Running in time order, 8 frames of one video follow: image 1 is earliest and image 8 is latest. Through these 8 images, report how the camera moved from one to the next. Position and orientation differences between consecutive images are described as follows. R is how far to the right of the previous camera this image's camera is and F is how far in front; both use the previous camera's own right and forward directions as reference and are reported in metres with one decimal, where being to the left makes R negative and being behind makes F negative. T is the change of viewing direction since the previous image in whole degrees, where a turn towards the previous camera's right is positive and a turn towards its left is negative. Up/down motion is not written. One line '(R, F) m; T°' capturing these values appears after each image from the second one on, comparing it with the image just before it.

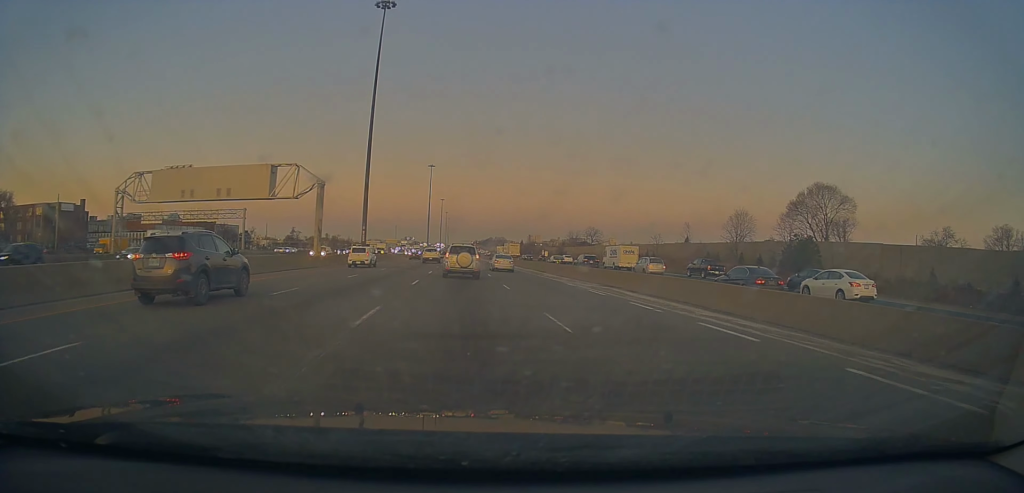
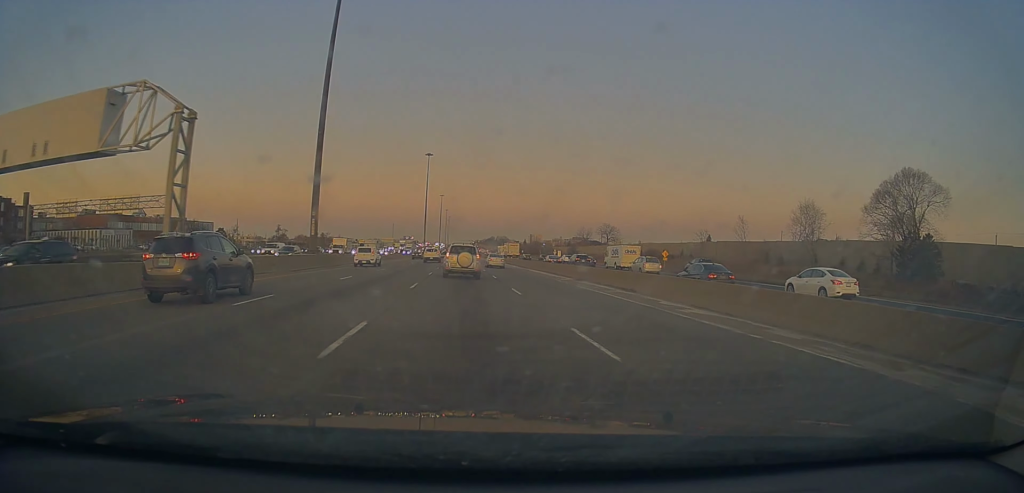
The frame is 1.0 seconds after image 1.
(+0.1, +26.5) m; -1°
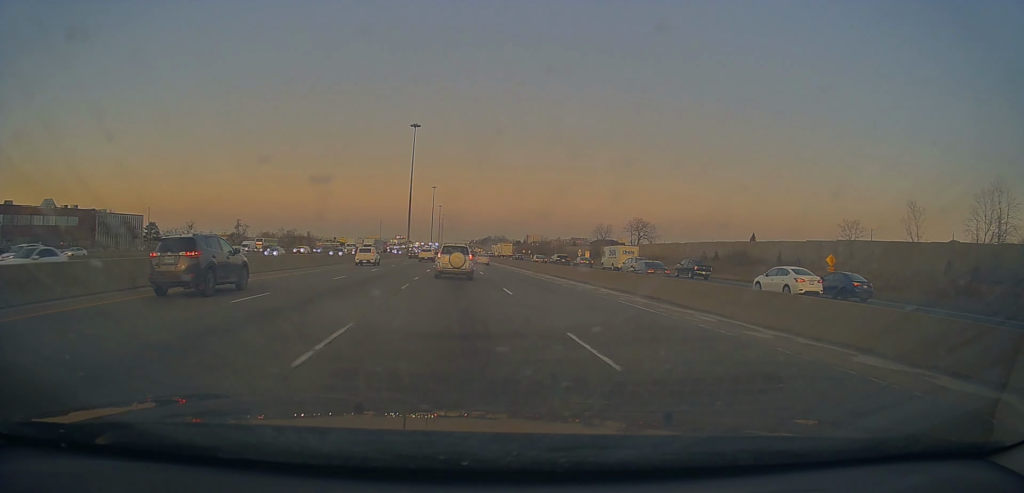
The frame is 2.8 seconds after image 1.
(-1.1, +47.4) m; -1°
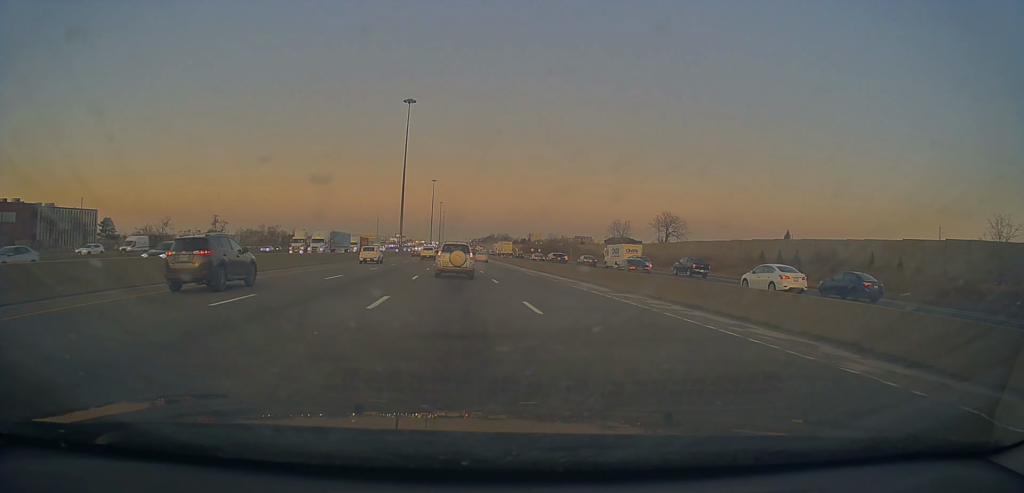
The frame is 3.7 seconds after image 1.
(+0.1, +24.7) m; +1°
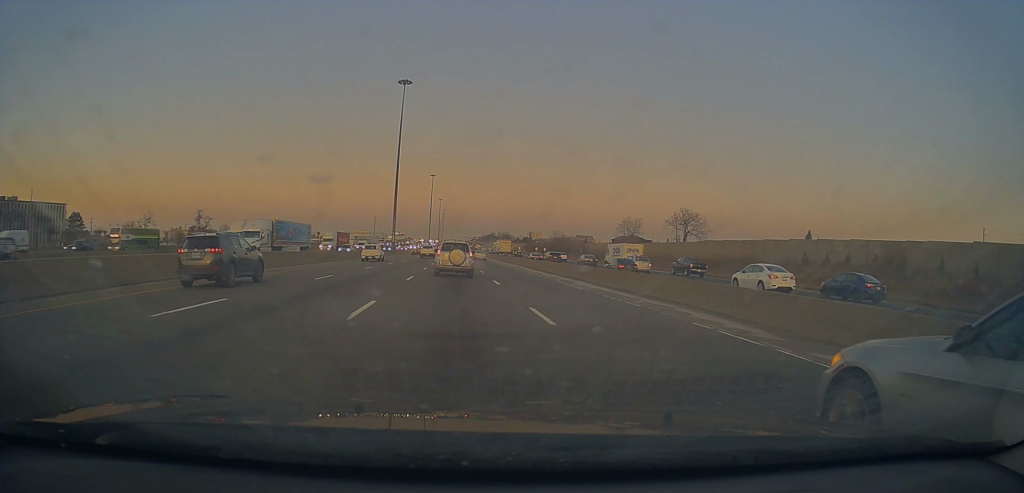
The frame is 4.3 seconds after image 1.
(0.0, +14.1) m; 0°
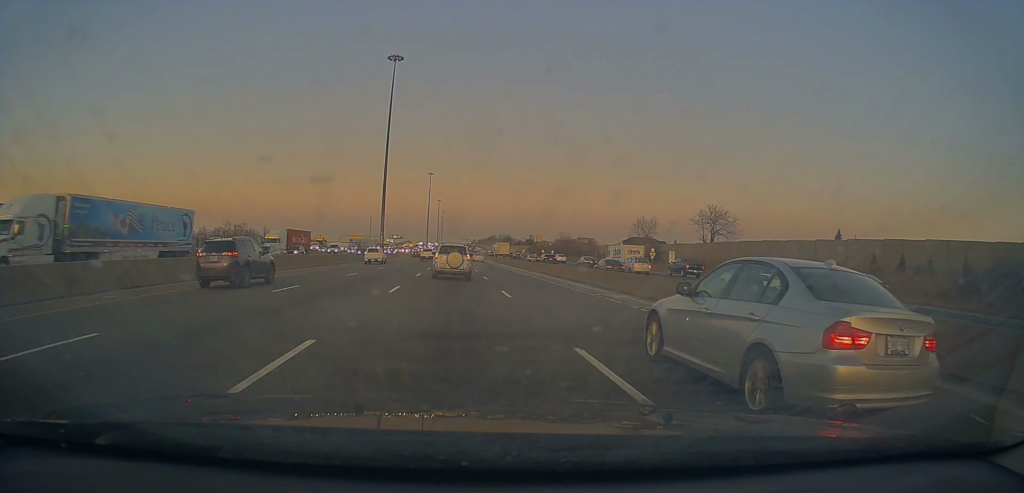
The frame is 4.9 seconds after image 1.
(+0.1, +17.5) m; 0°
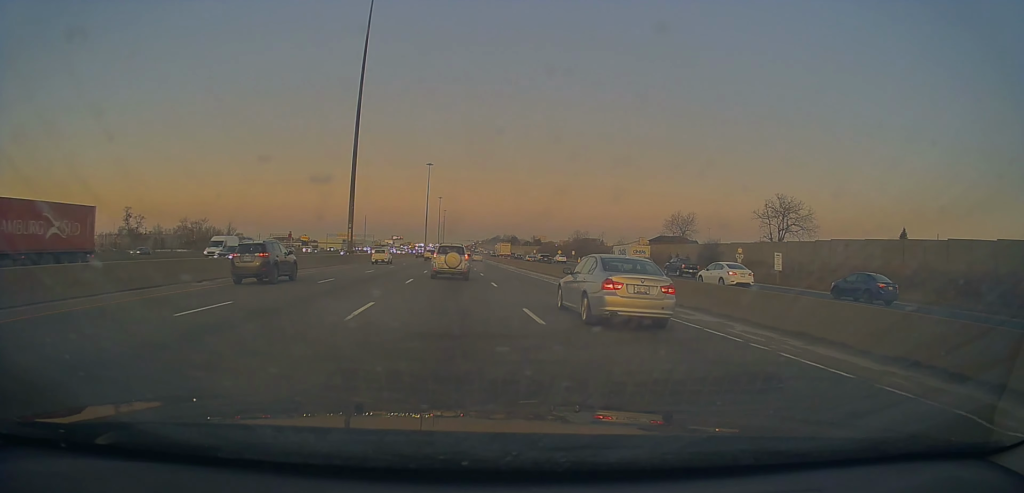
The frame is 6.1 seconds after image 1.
(-0.3, +30.7) m; -1°
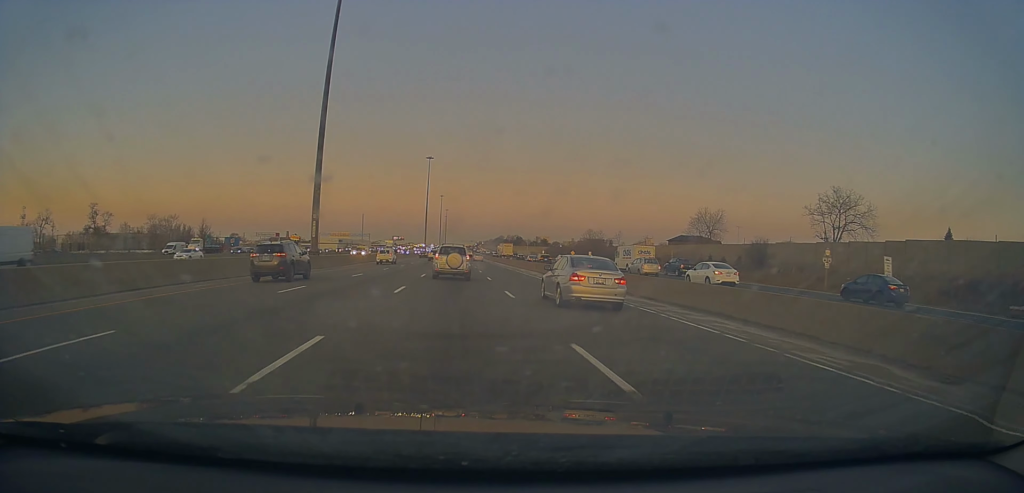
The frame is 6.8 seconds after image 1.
(0.0, +17.7) m; 0°
